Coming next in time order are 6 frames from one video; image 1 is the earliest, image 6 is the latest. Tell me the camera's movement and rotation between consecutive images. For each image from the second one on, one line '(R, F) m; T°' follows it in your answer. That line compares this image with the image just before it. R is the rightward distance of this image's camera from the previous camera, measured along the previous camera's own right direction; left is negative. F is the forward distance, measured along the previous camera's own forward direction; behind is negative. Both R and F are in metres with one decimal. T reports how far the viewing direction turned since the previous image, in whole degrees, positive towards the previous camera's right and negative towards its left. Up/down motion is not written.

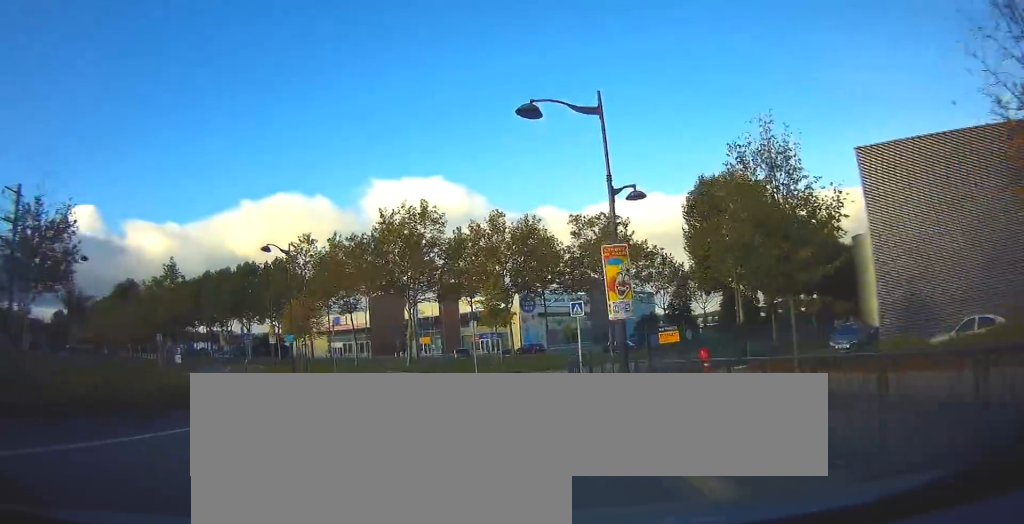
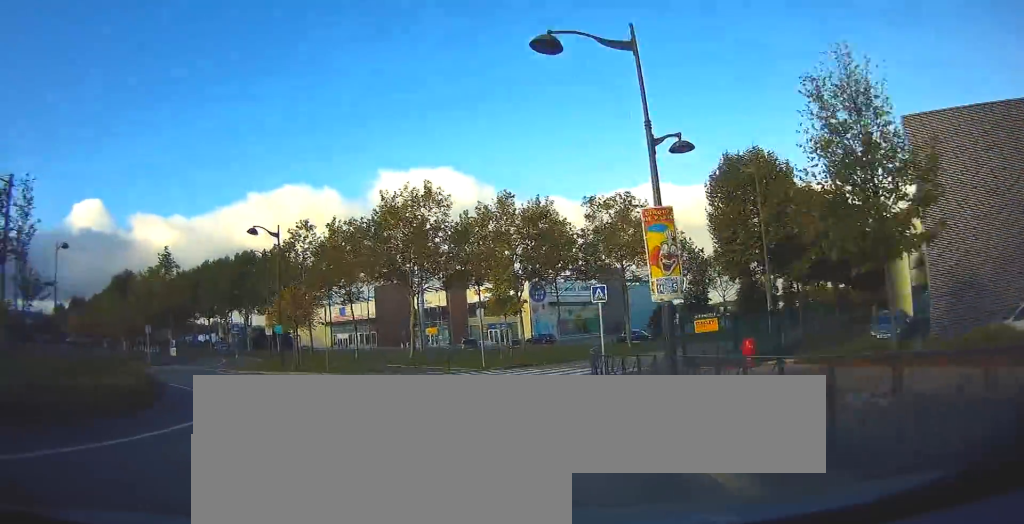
(0.0, +2.9) m; -2°
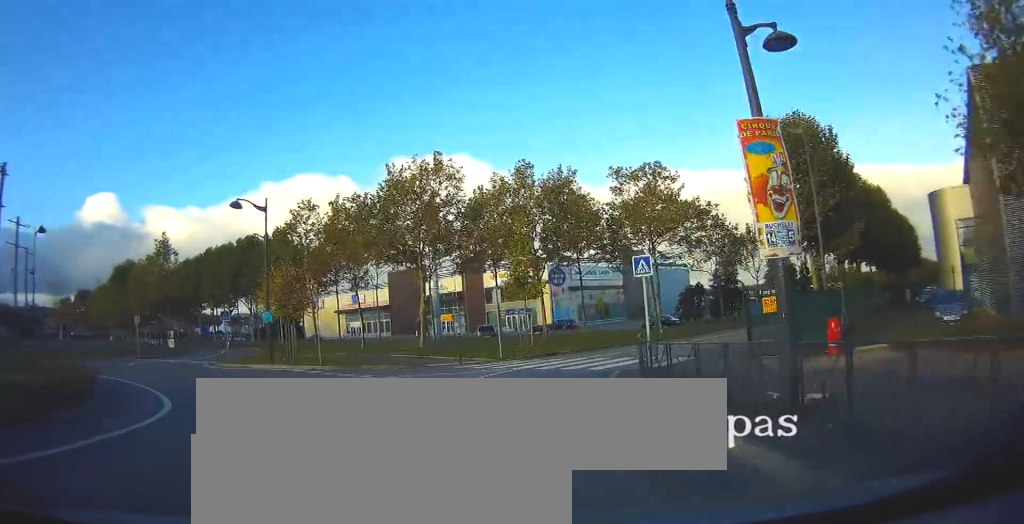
(+0.1, +3.5) m; -2°
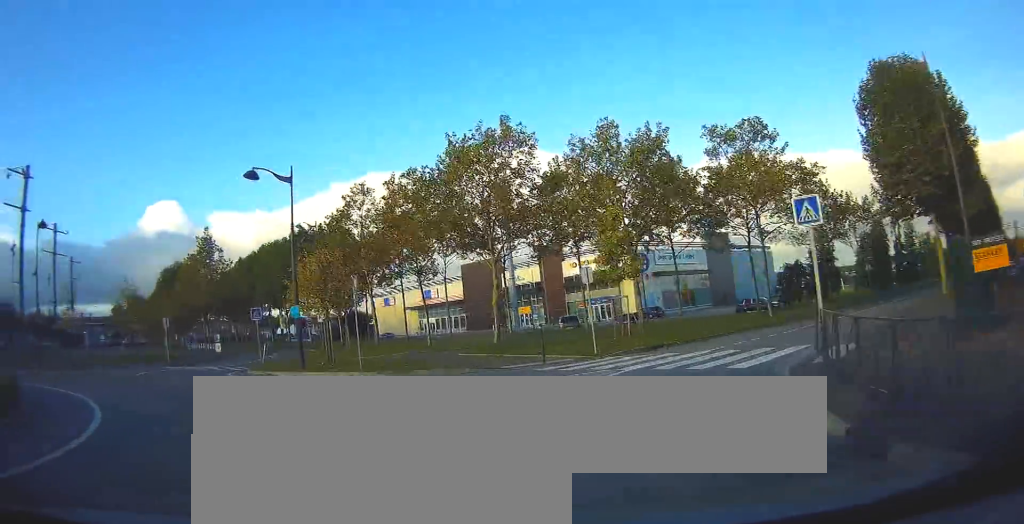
(-0.3, +5.2) m; -7°
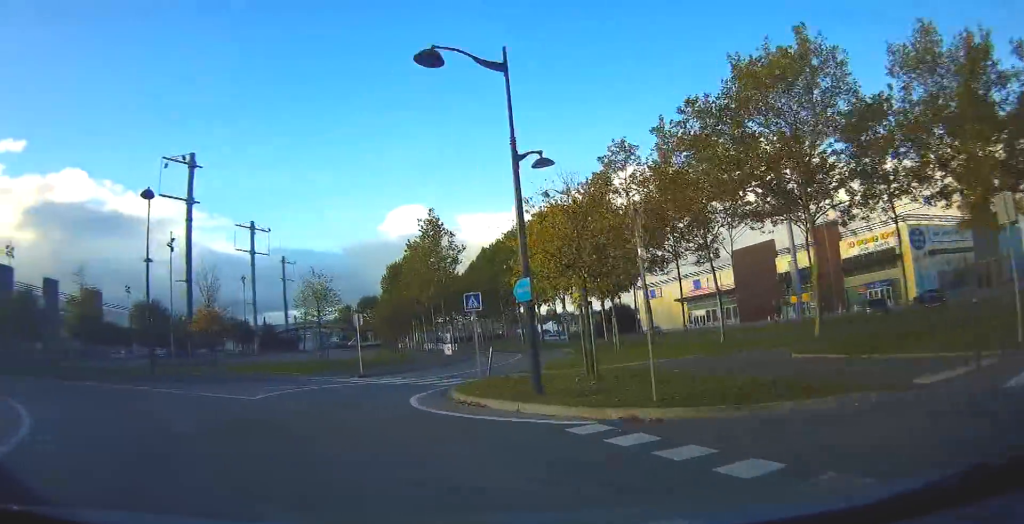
(-1.5, +9.2) m; -22°
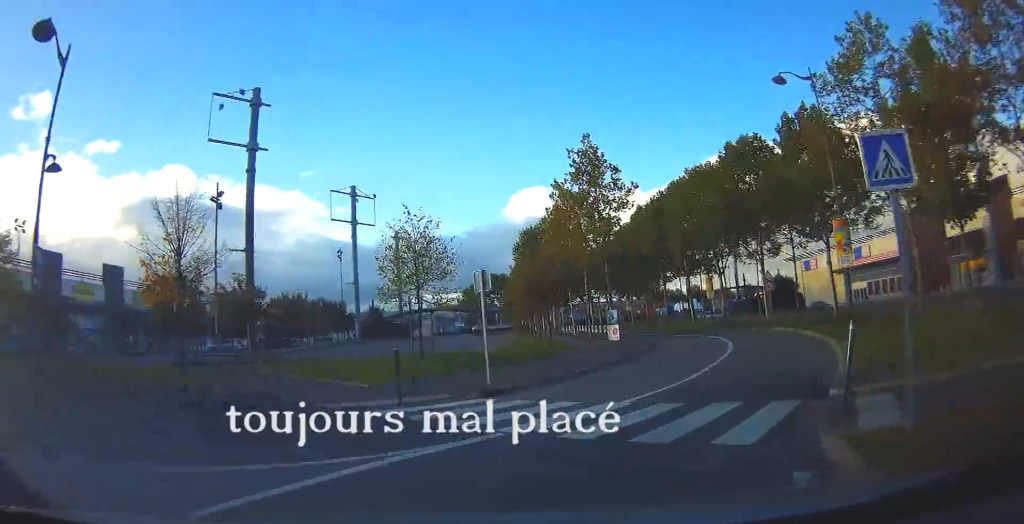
(-3.5, +13.6) m; -14°
